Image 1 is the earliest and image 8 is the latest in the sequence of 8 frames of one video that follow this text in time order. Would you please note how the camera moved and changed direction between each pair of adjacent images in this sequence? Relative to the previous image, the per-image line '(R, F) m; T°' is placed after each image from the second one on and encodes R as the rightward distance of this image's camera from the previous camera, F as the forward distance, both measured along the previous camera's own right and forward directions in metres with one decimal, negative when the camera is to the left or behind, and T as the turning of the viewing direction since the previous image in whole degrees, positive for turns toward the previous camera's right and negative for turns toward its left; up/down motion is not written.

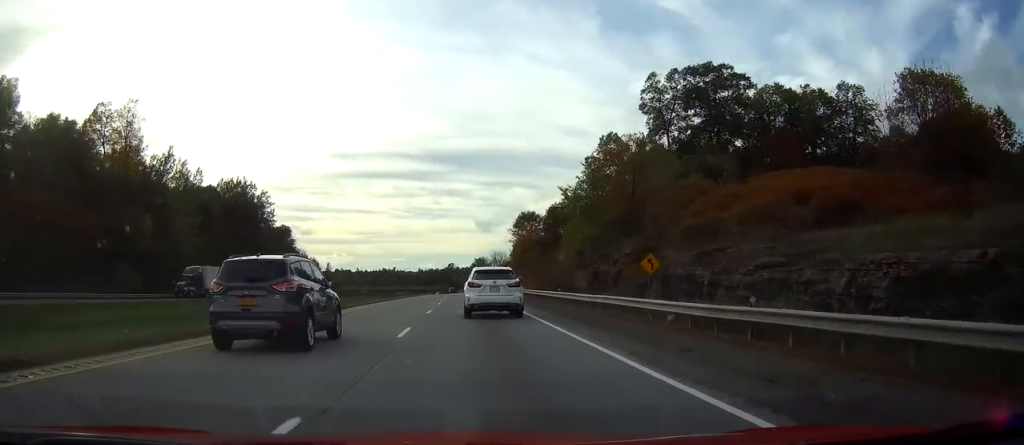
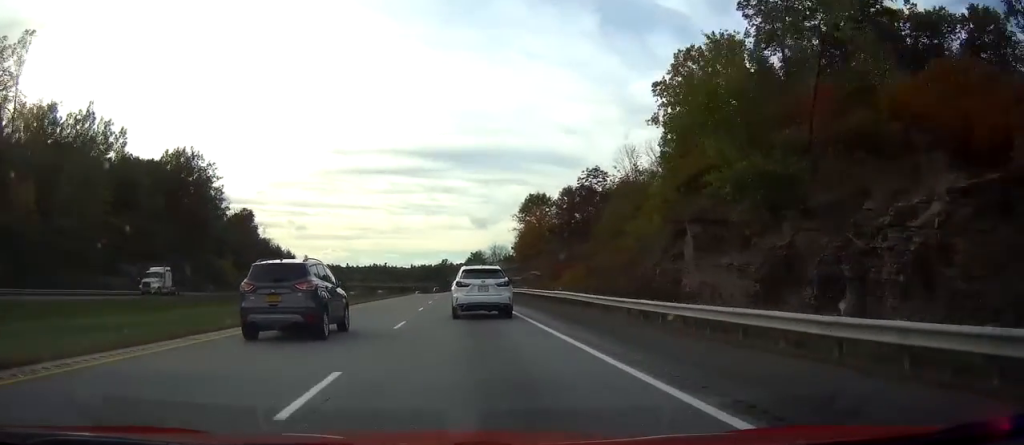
(-1.1, +32.4) m; -2°
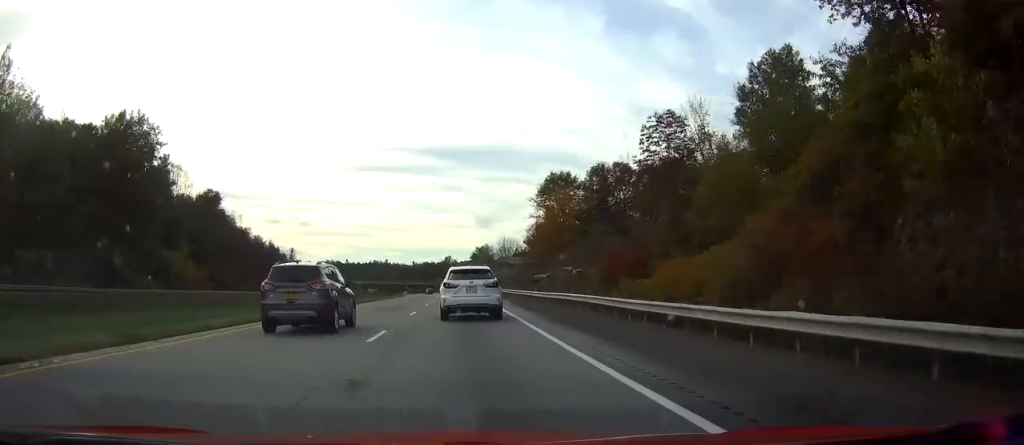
(0.0, +27.3) m; 0°
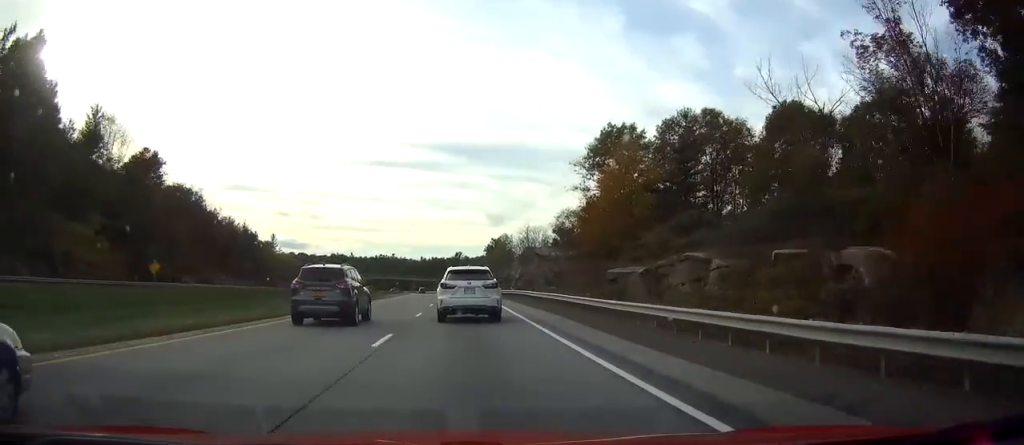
(0.0, +36.3) m; 0°
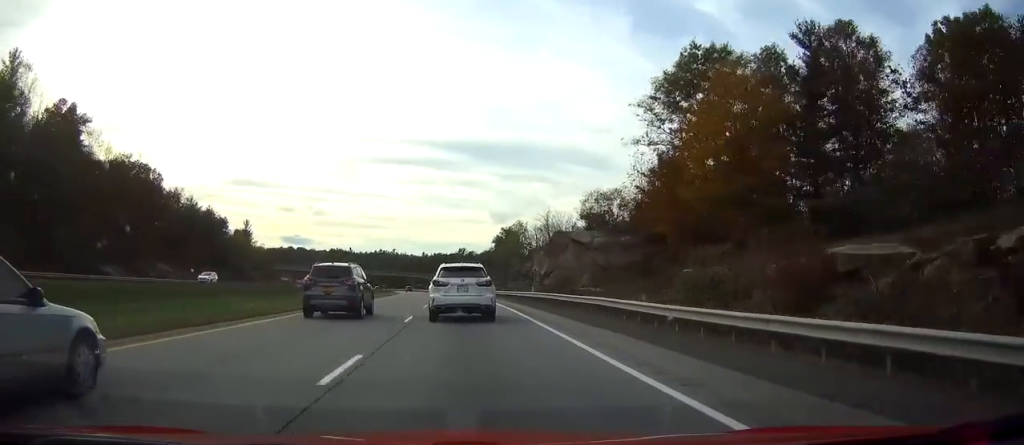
(0.0, +28.2) m; 0°
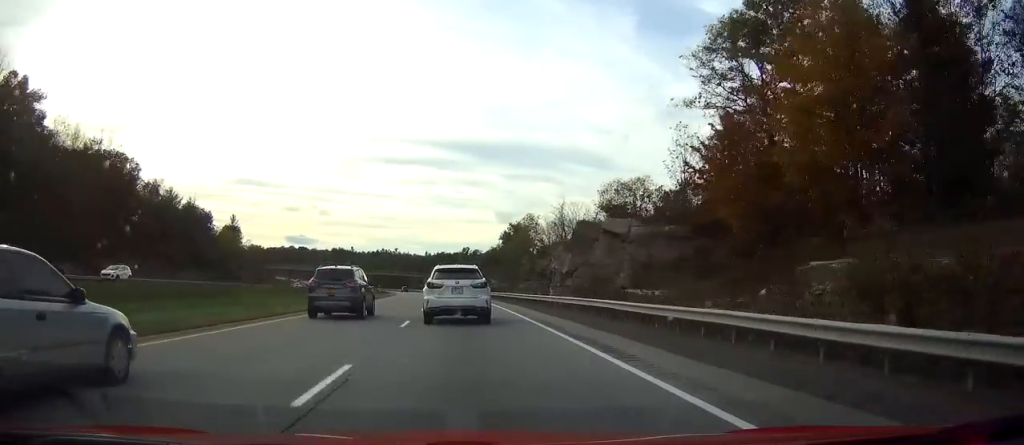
(0.0, +13.1) m; 0°
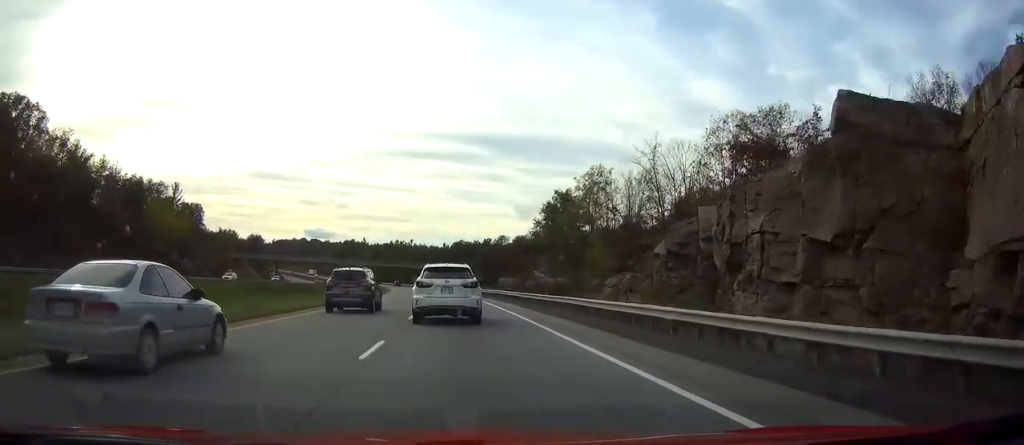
(0.0, +43.2) m; 0°
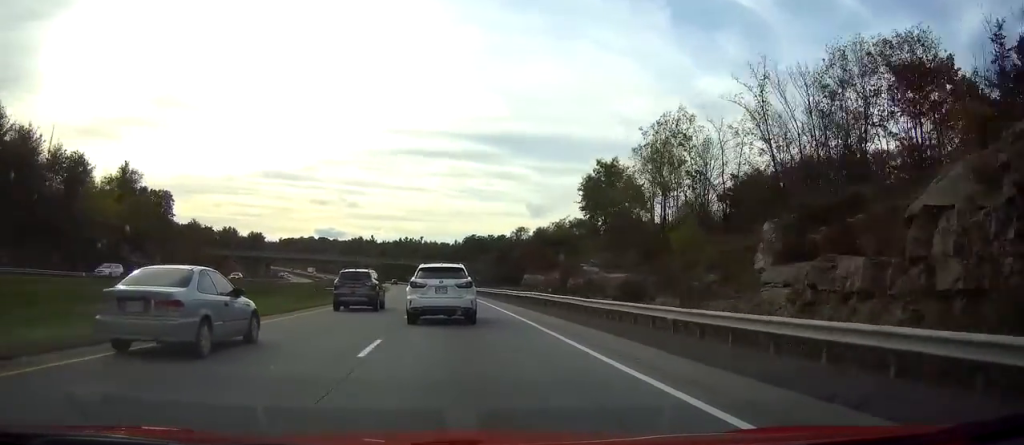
(0.0, +23.1) m; 0°
